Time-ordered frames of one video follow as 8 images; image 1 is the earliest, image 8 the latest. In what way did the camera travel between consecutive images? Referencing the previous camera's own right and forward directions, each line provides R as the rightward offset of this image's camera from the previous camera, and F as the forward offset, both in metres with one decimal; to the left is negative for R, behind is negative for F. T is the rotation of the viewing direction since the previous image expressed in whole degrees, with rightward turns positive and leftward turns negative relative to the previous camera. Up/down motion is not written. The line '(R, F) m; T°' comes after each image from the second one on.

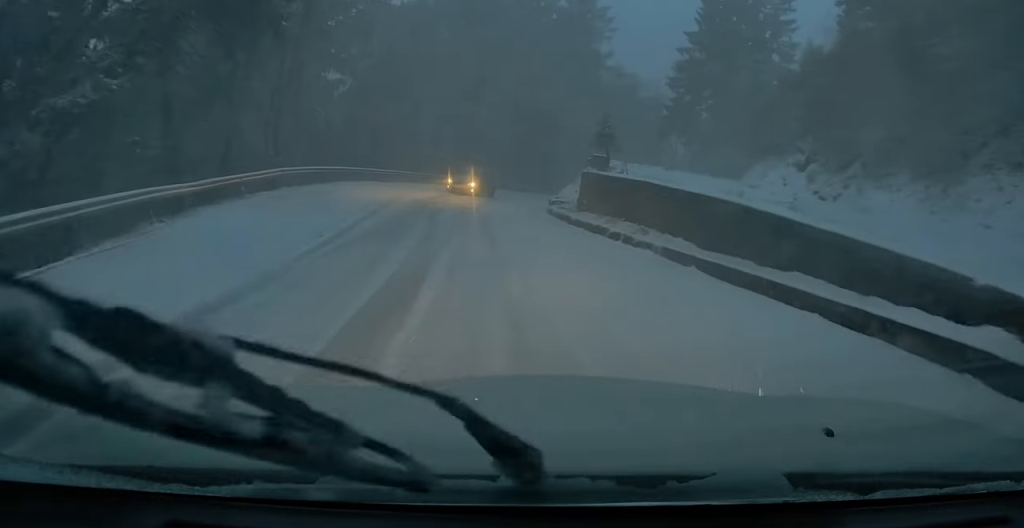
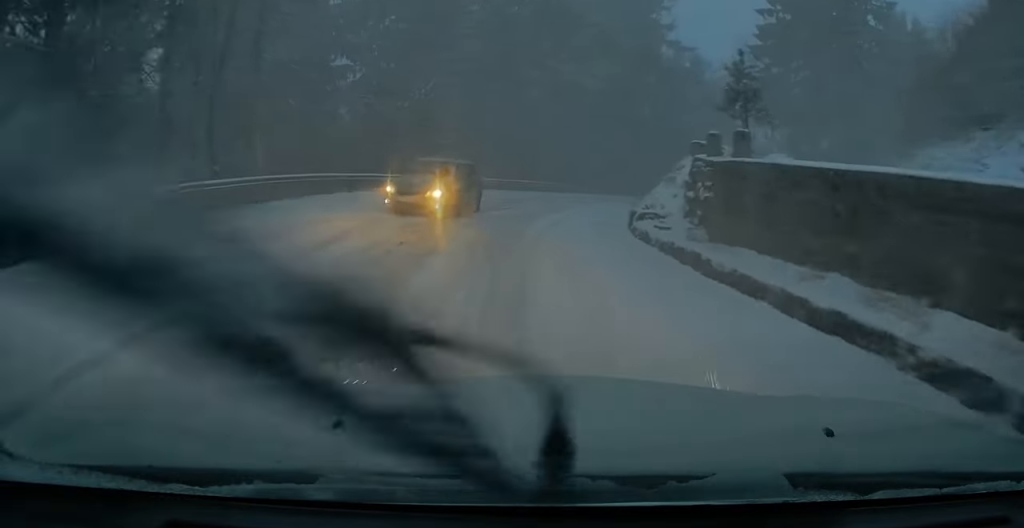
(-0.7, +10.8) m; -4°
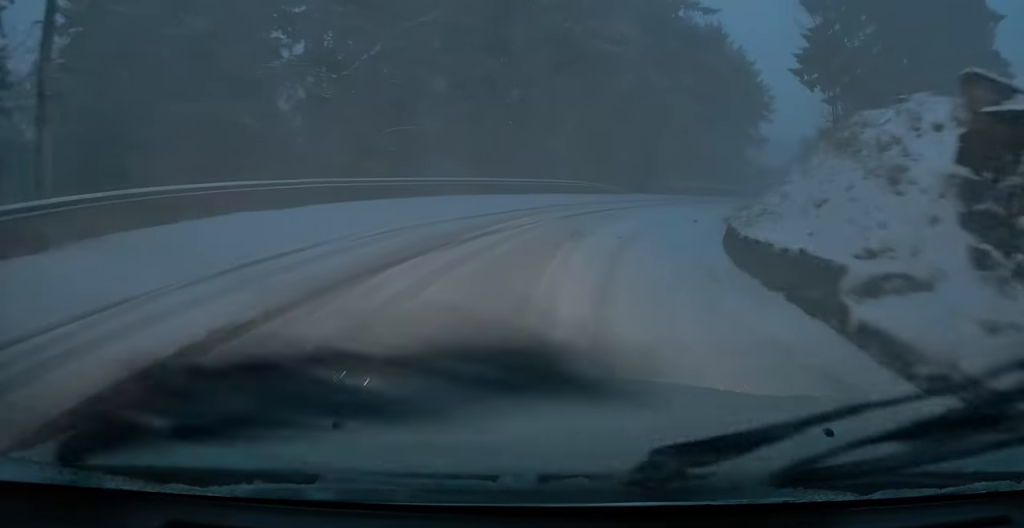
(-0.1, +11.6) m; +5°
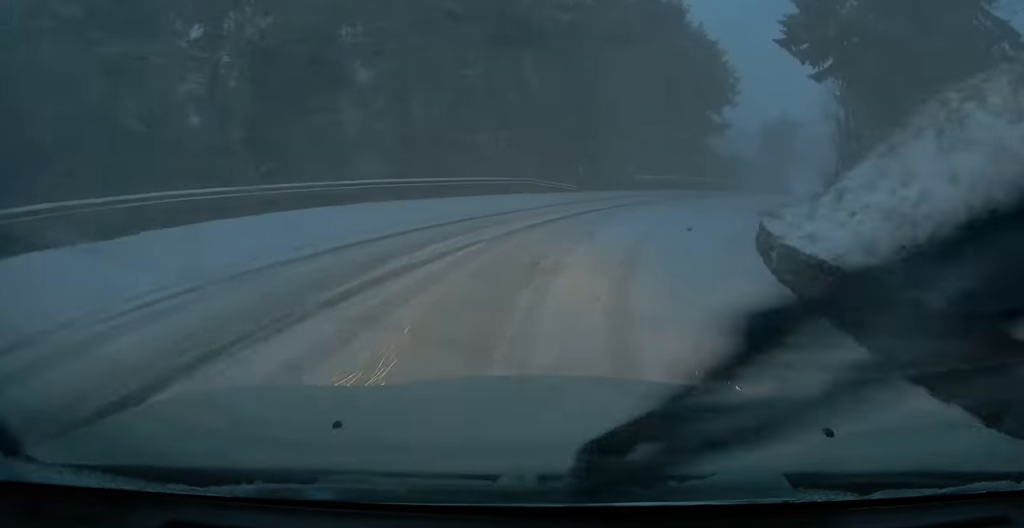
(+0.3, +5.9) m; +9°
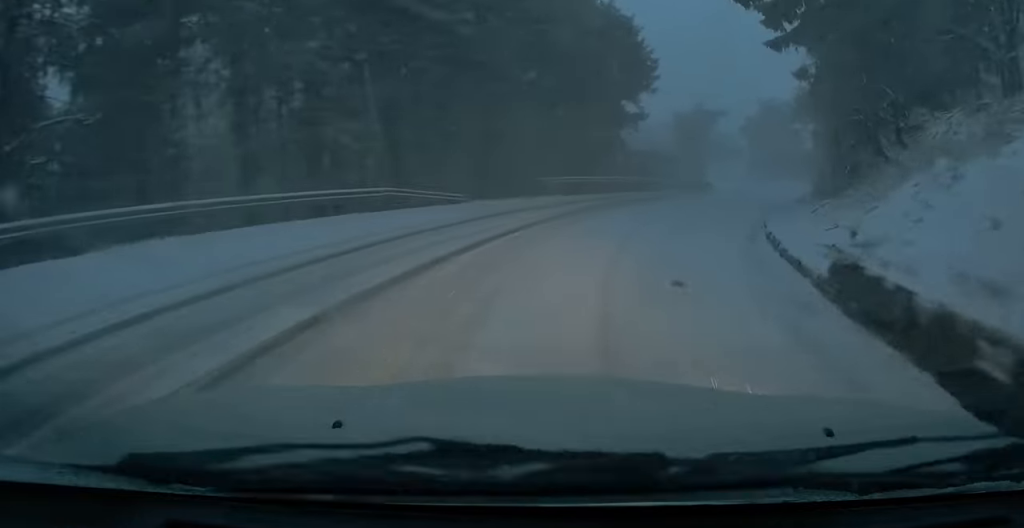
(+0.9, +7.9) m; +10°
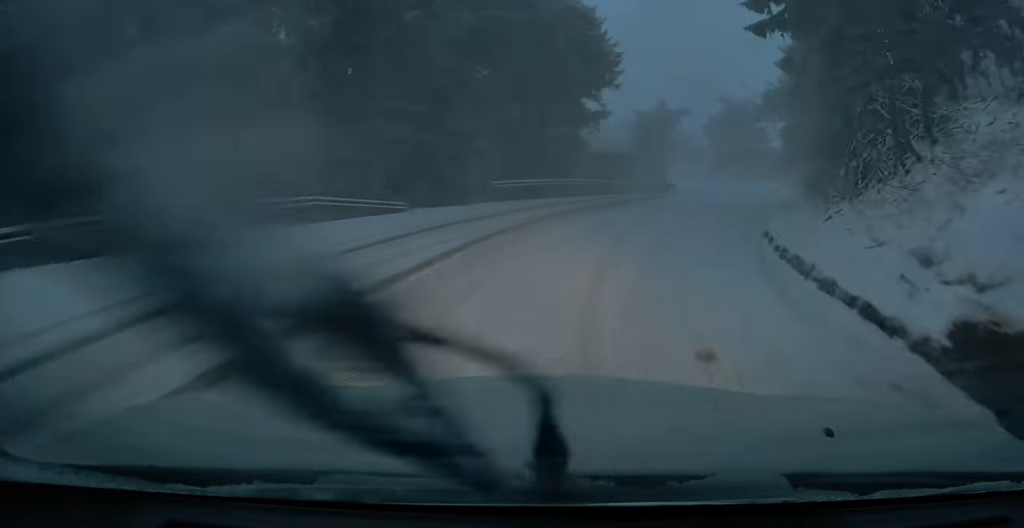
(+0.2, +3.0) m; +2°
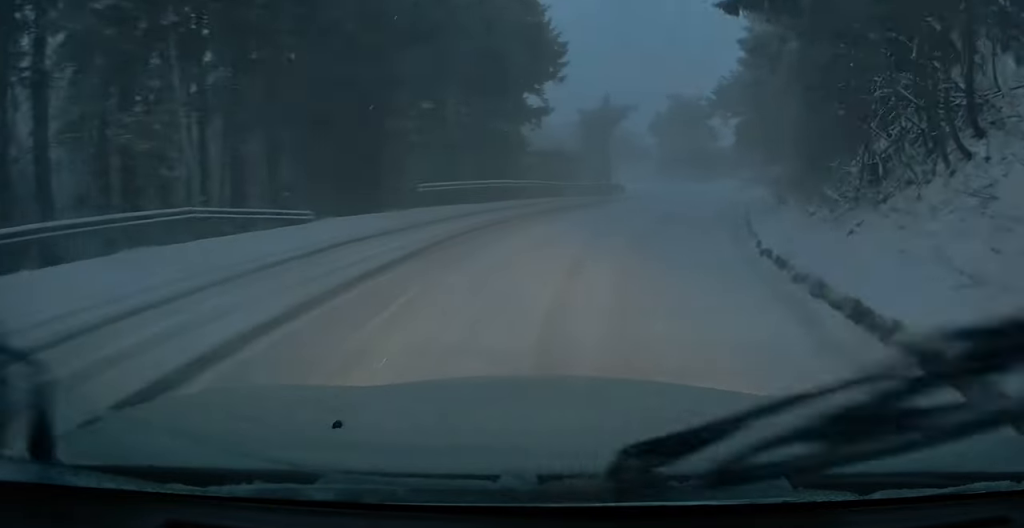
(0.0, +3.3) m; +3°
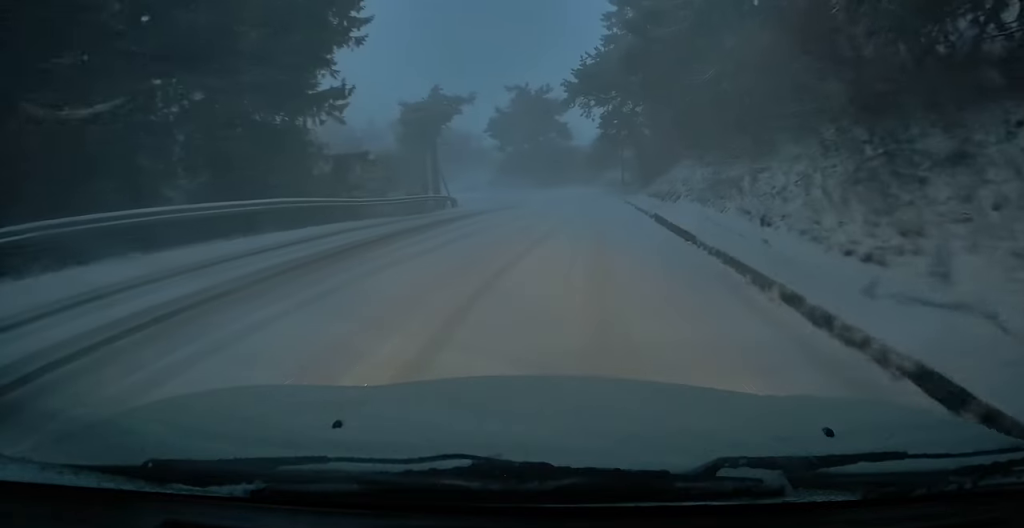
(+1.2, +12.7) m; +9°
